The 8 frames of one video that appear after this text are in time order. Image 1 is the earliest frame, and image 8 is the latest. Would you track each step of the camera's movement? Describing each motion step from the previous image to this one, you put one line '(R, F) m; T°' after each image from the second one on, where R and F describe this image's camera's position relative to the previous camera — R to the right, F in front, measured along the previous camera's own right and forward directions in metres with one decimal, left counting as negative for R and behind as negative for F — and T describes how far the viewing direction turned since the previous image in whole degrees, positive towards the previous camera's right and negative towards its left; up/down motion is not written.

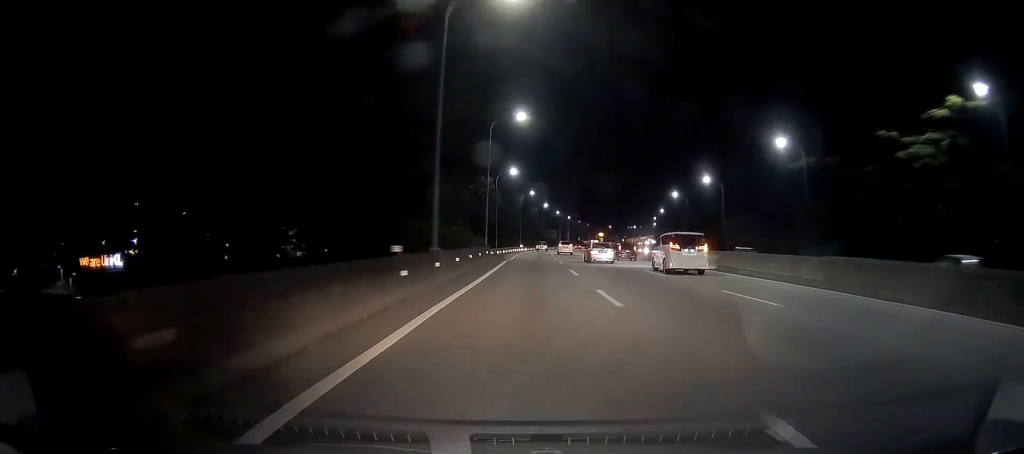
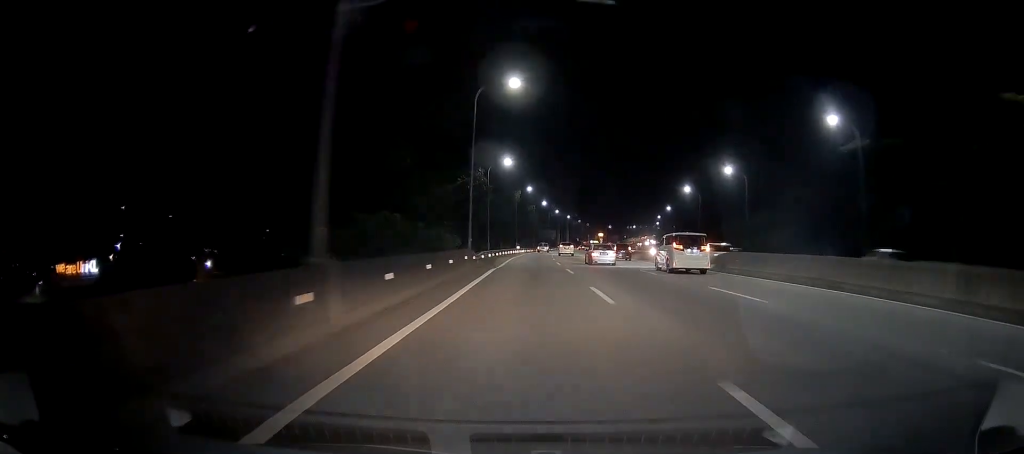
(-0.1, +11.2) m; 0°
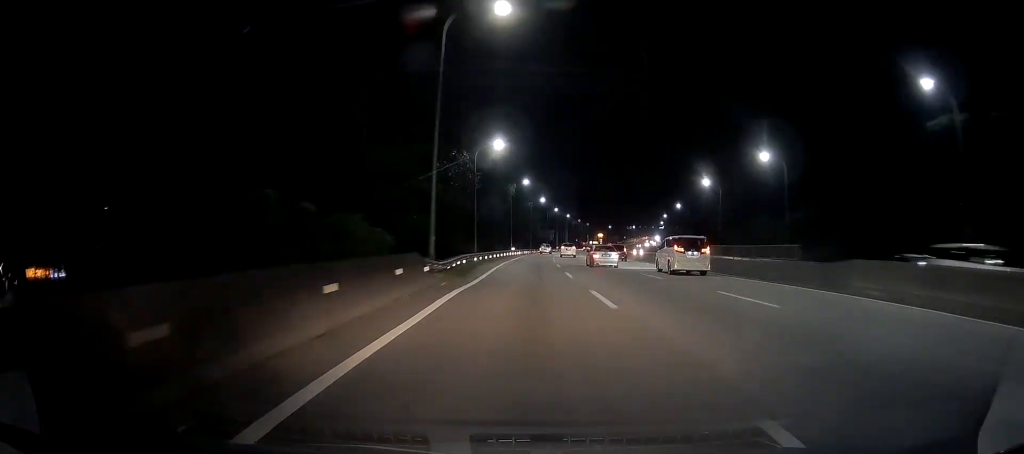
(-0.4, +13.4) m; 0°
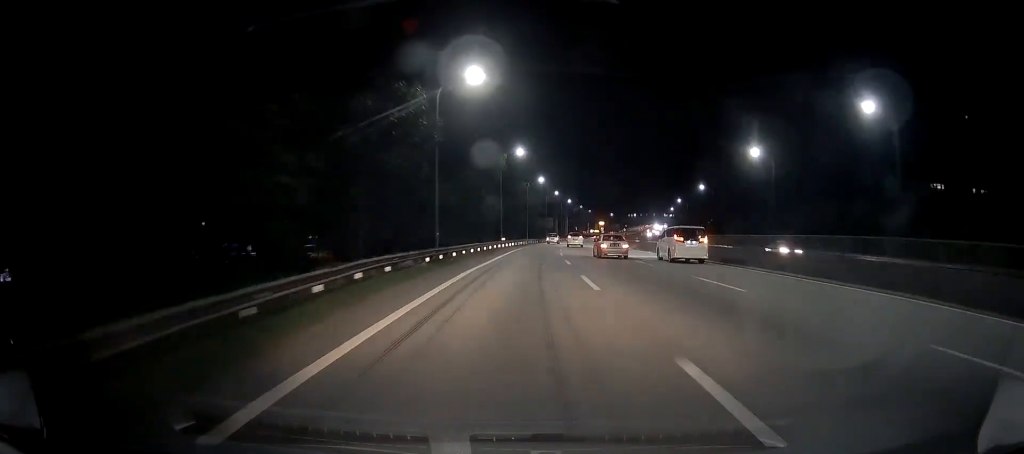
(+0.6, +22.3) m; +2°
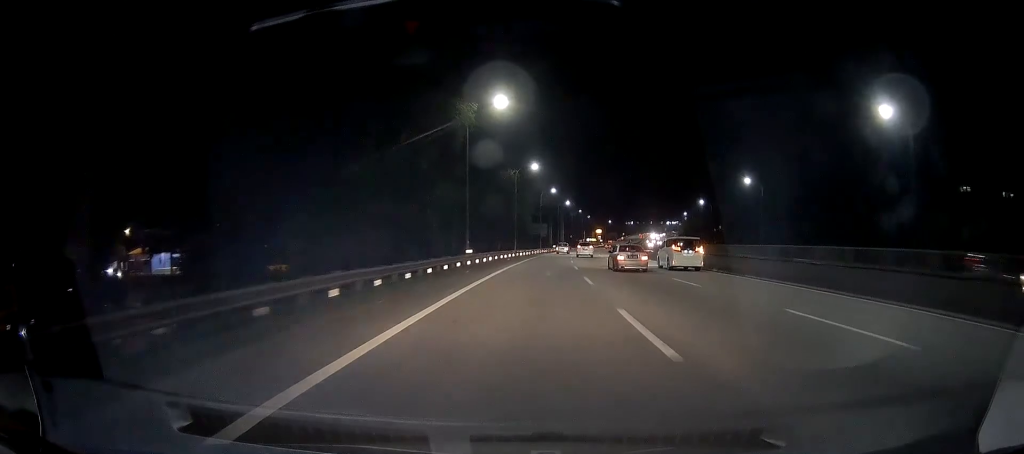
(-0.2, +30.7) m; -1°
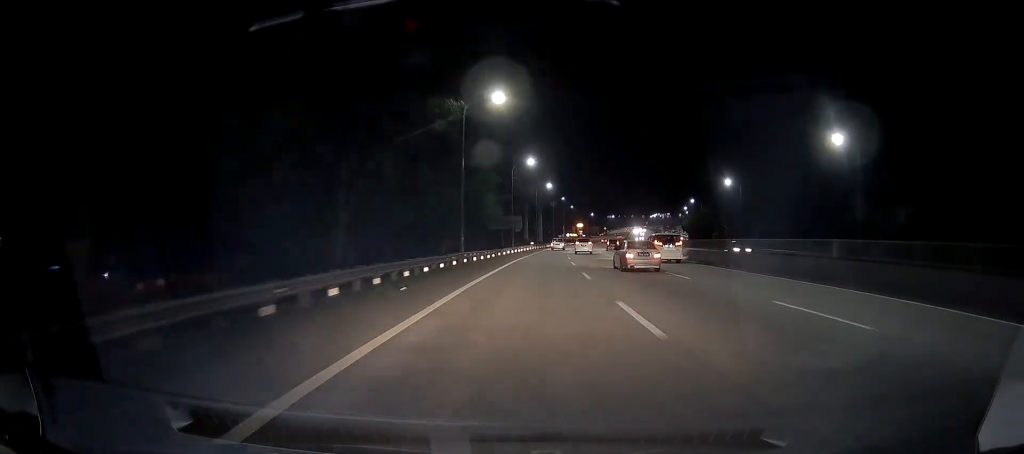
(+0.3, +35.9) m; +4°
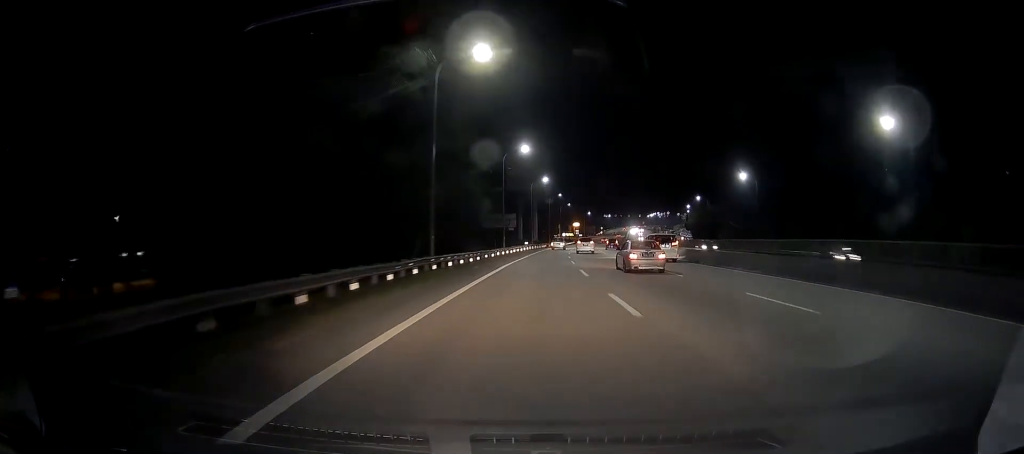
(+0.3, +10.3) m; +1°
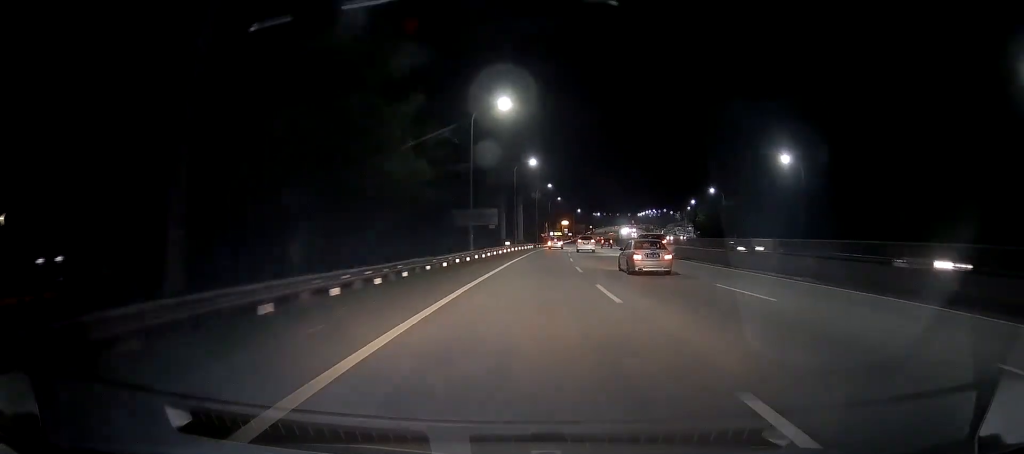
(+0.5, +21.9) m; +1°
